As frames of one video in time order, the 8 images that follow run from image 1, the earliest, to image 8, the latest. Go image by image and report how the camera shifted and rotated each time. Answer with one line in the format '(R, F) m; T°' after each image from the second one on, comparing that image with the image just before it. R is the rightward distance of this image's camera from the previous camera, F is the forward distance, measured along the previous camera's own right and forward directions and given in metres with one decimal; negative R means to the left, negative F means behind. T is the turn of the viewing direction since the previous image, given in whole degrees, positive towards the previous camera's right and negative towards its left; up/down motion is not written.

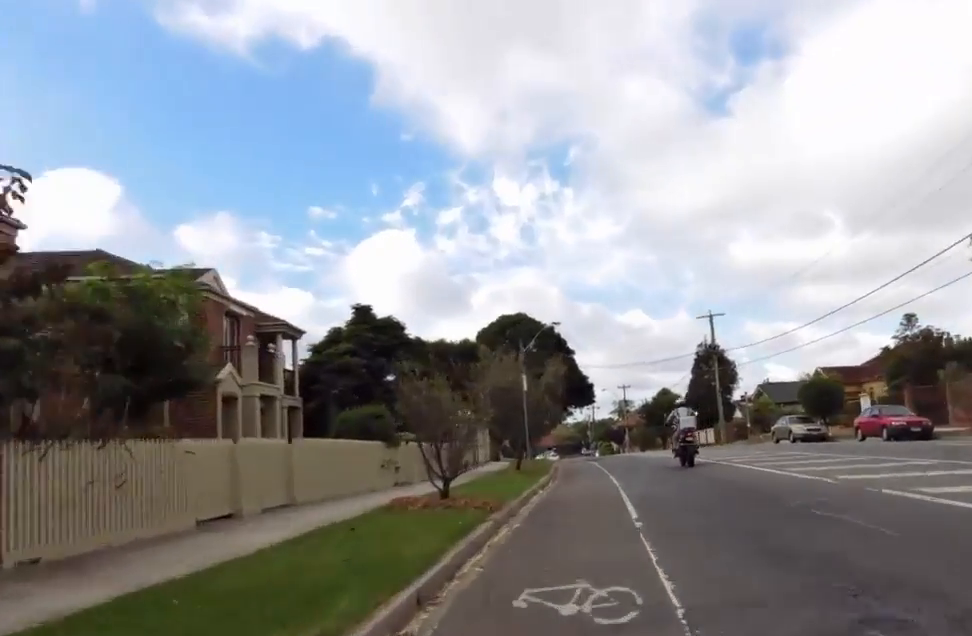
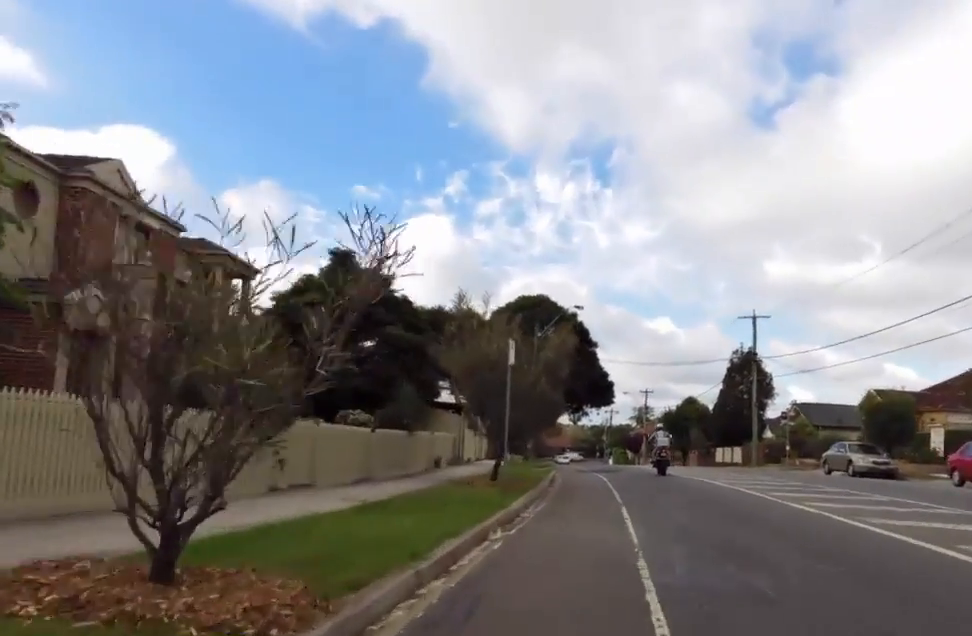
(-0.7, +6.9) m; 0°
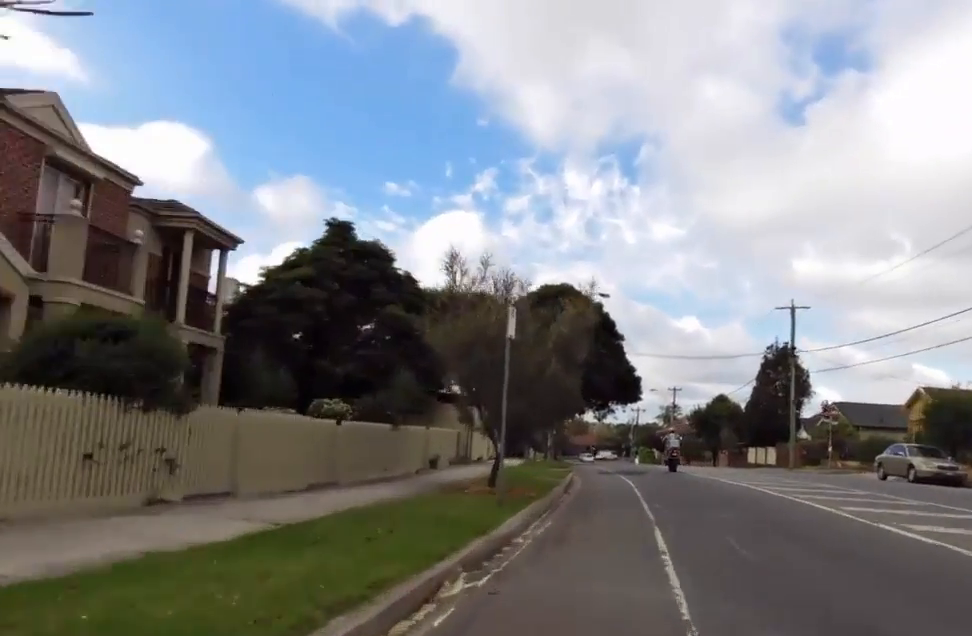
(0.0, +3.5) m; +2°
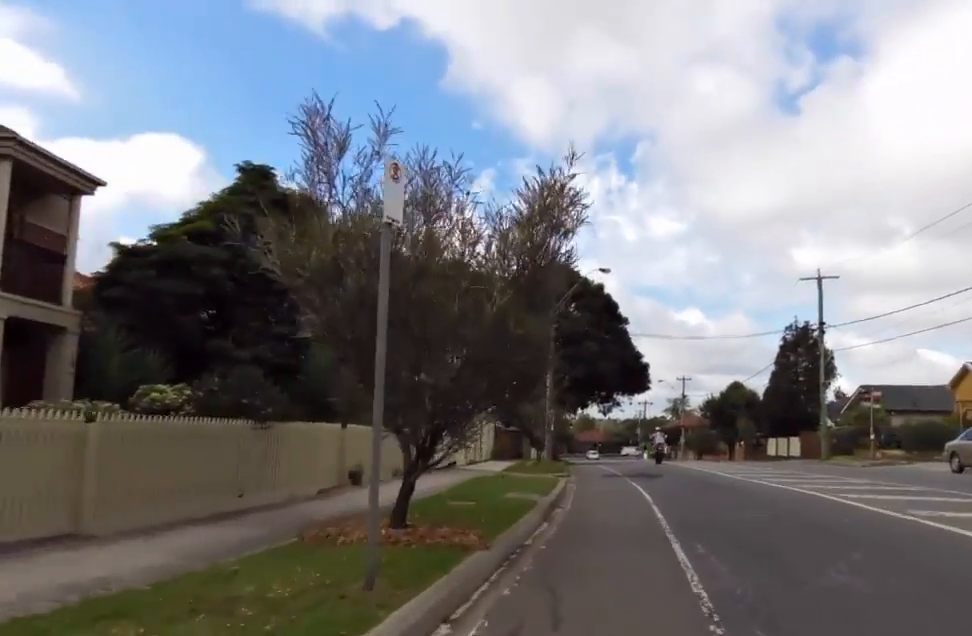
(+0.4, +6.0) m; +6°
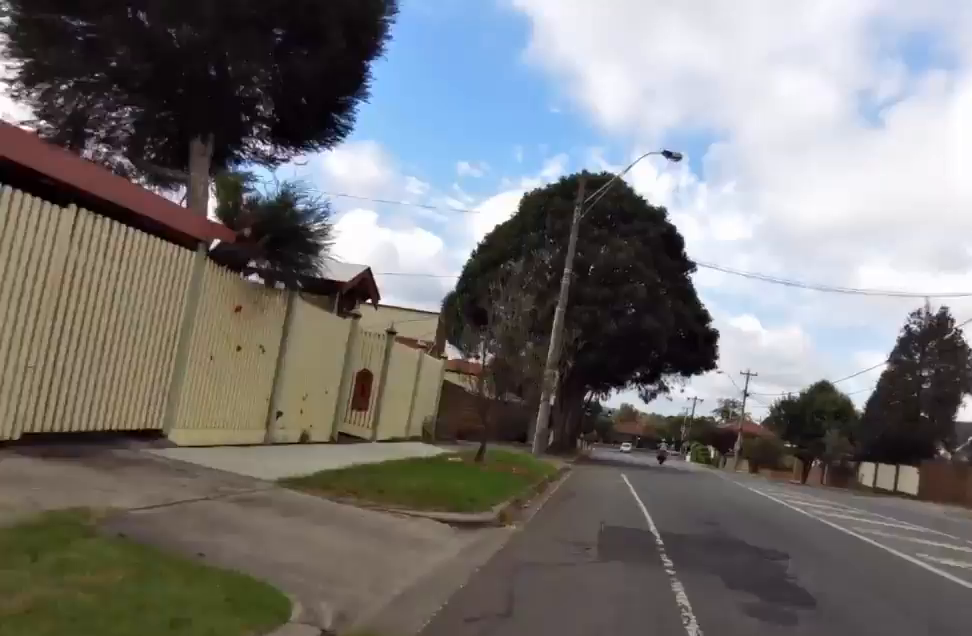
(-1.9, +15.7) m; -16°
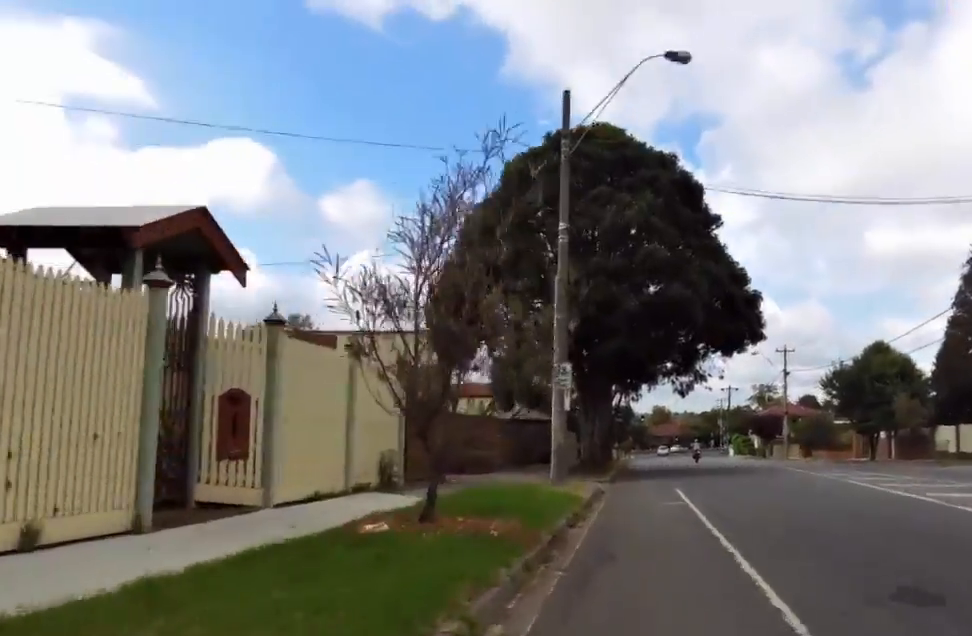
(-0.1, +5.9) m; +4°
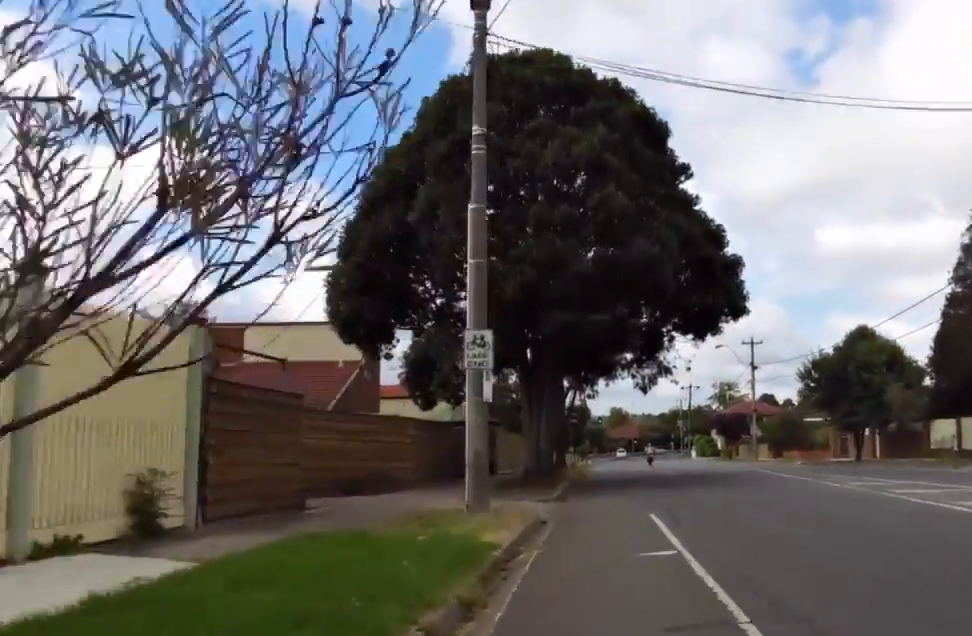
(+0.1, +5.3) m; +3°
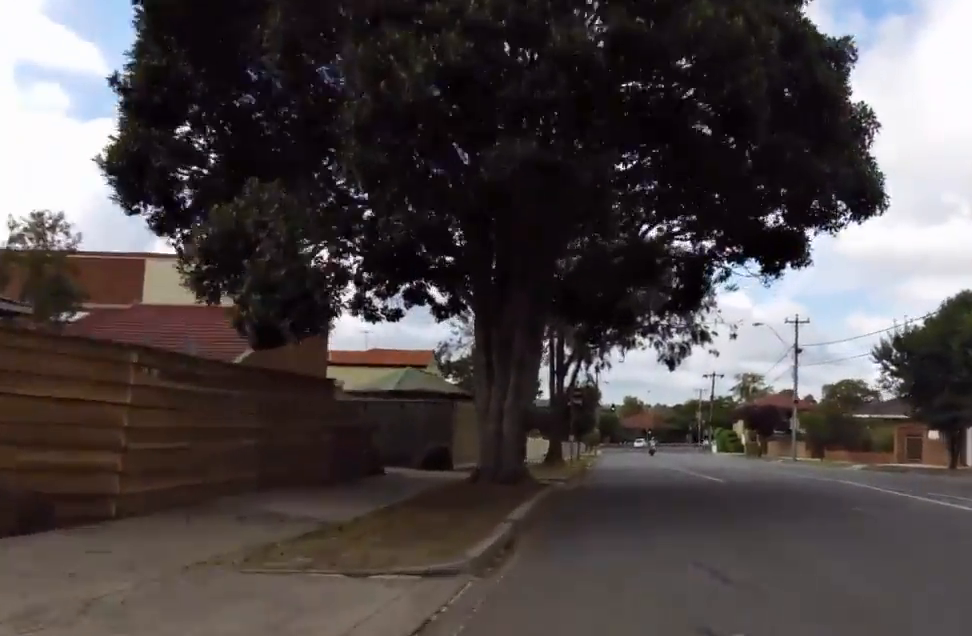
(+0.5, +10.0) m; 0°
